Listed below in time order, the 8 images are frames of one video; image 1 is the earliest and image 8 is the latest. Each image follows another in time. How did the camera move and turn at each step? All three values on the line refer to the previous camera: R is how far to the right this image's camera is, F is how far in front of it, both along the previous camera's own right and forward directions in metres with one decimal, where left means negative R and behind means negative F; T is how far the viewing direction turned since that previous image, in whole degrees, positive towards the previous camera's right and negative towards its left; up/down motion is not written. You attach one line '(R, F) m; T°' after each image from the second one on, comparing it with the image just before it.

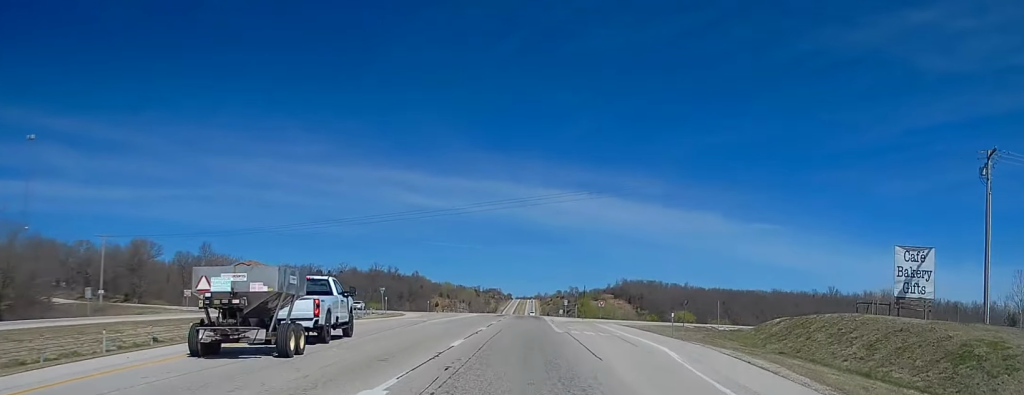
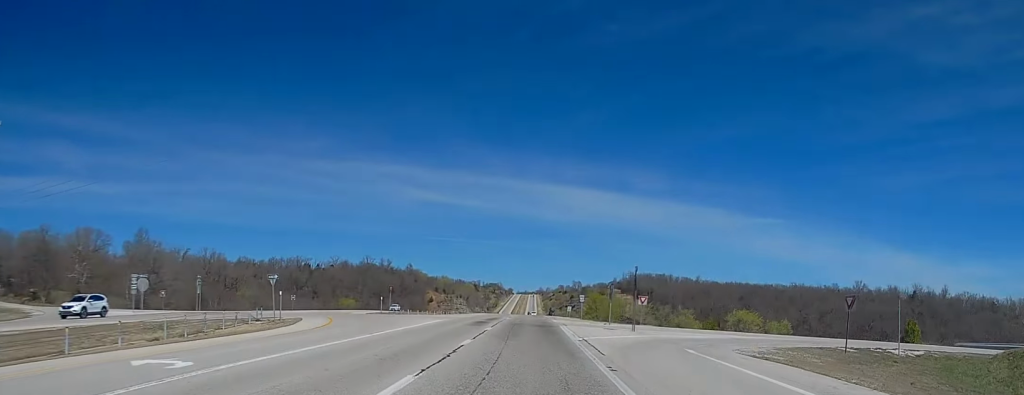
(0.0, +37.2) m; 0°
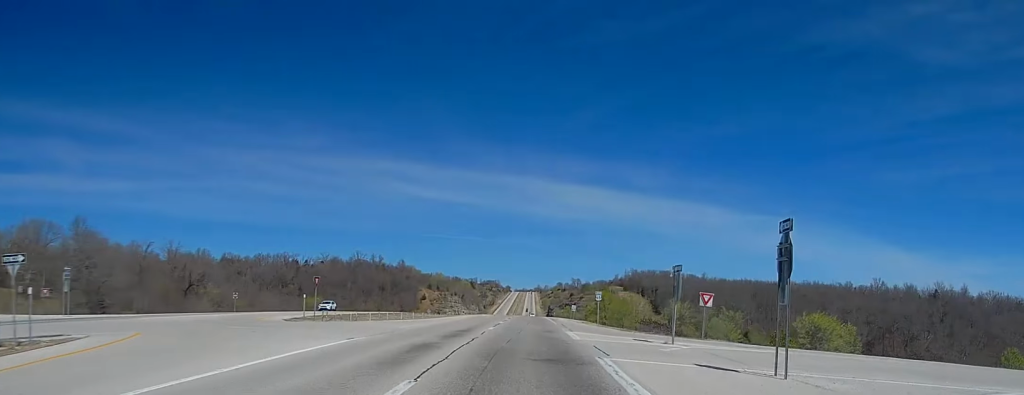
(0.0, +26.0) m; 0°
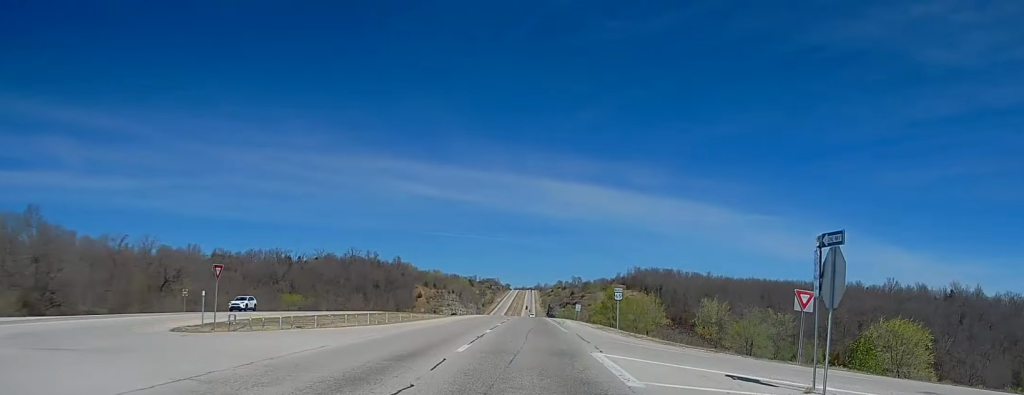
(0.0, +16.4) m; 0°
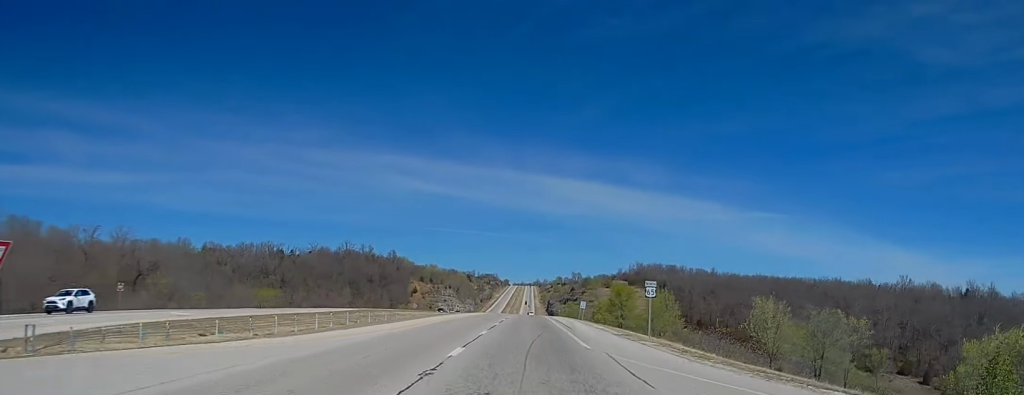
(0.0, +15.5) m; 0°
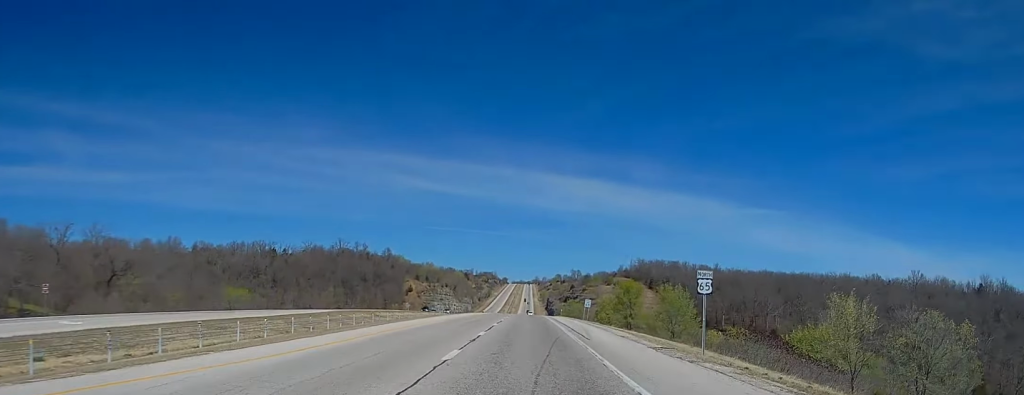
(0.0, +13.3) m; 0°
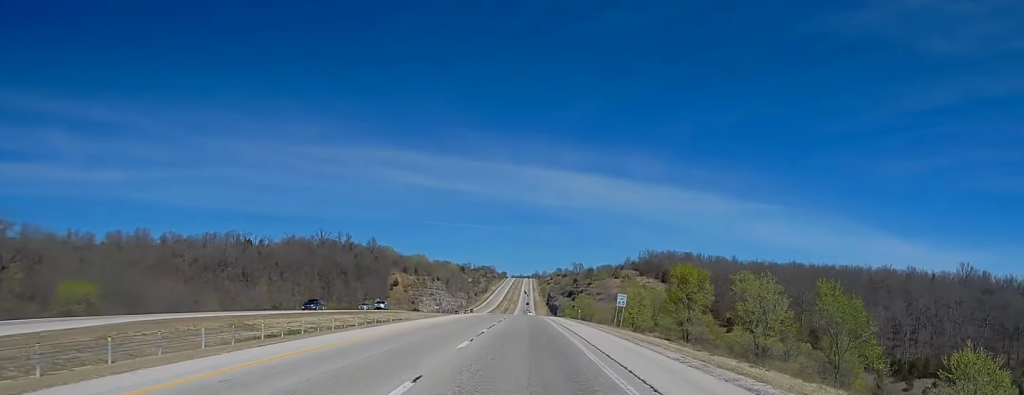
(-0.2, +45.2) m; -2°
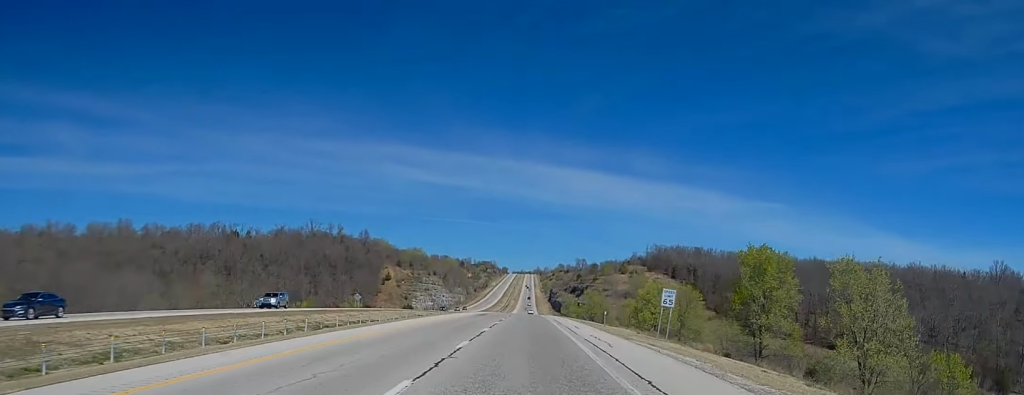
(-0.6, +24.8) m; 0°
